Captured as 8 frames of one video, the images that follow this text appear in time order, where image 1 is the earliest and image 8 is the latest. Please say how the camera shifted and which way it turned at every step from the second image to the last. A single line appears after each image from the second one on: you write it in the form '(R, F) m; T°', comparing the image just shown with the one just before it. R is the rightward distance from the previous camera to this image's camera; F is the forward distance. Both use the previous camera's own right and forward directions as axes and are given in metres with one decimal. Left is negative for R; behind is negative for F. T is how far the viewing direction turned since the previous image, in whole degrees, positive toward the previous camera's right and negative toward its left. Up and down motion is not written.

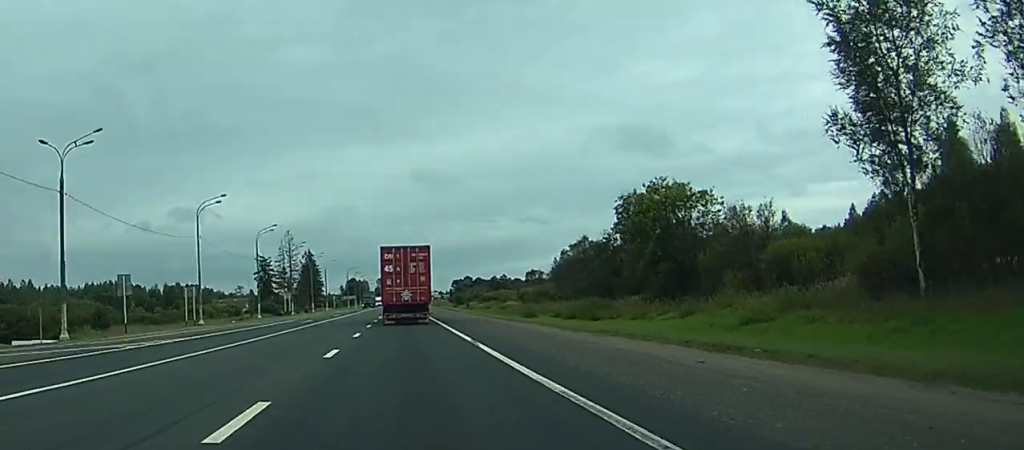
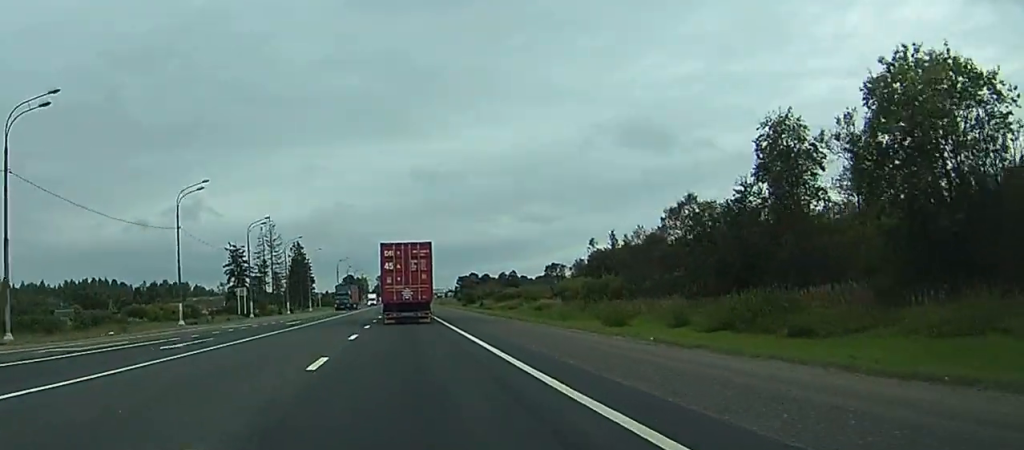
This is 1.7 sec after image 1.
(-0.1, +39.8) m; +1°
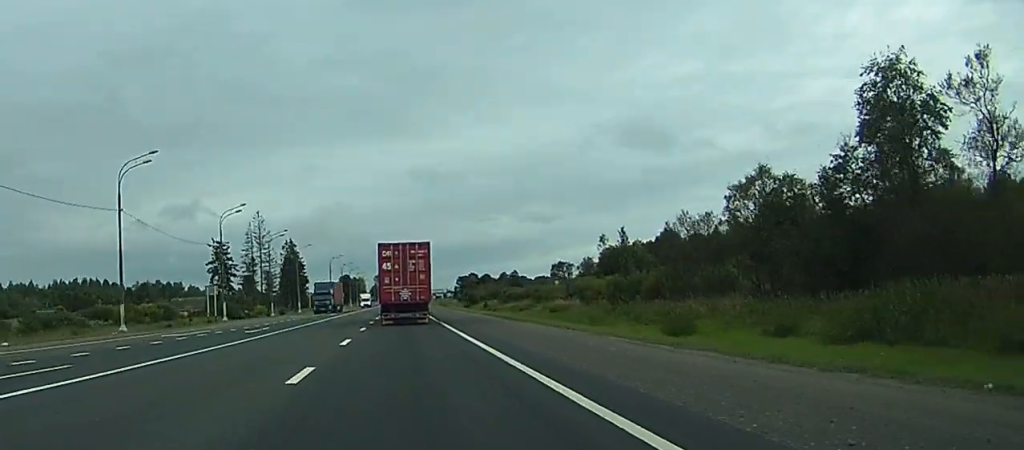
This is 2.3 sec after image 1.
(-0.1, +14.8) m; +1°
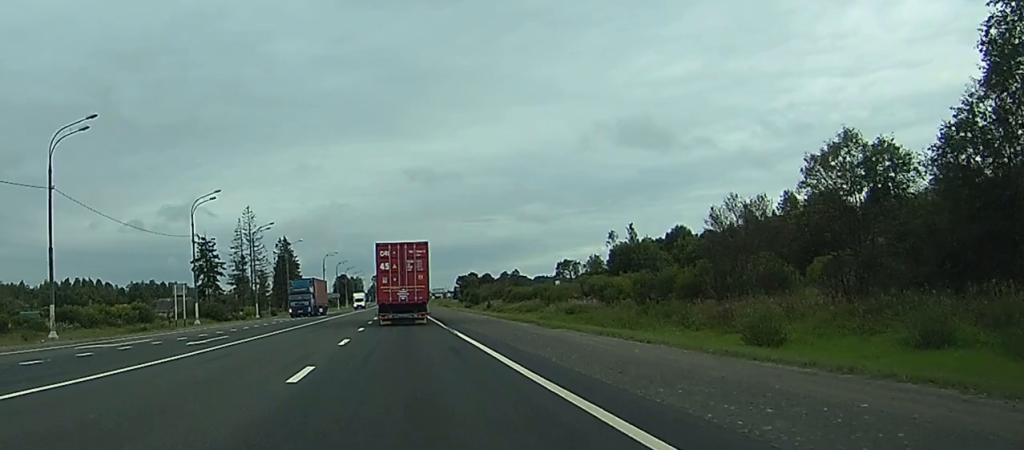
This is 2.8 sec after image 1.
(+0.4, +11.5) m; 0°
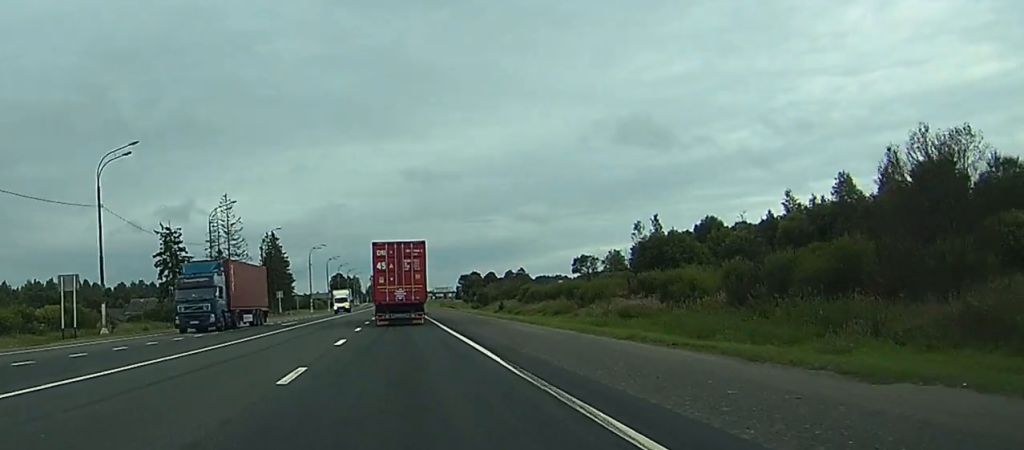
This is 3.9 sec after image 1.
(-0.4, +24.5) m; -2°
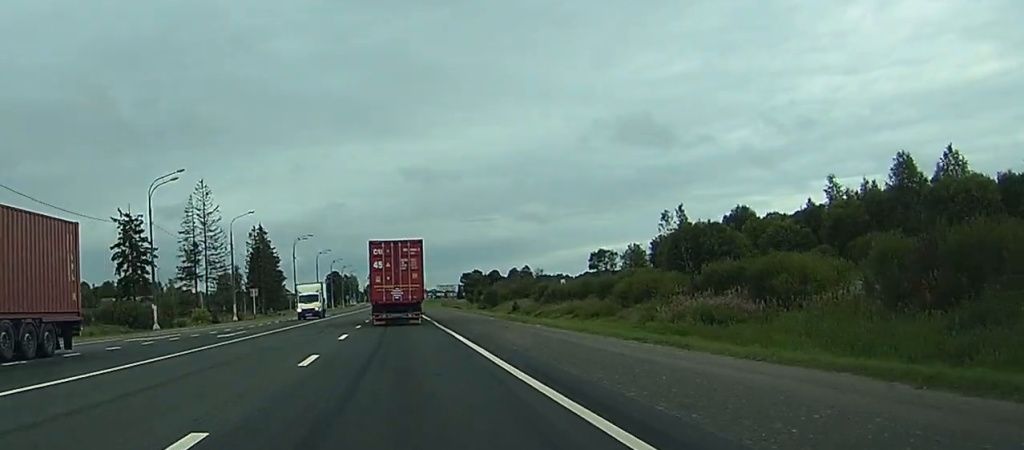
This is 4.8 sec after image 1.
(-0.2, +20.4) m; 0°
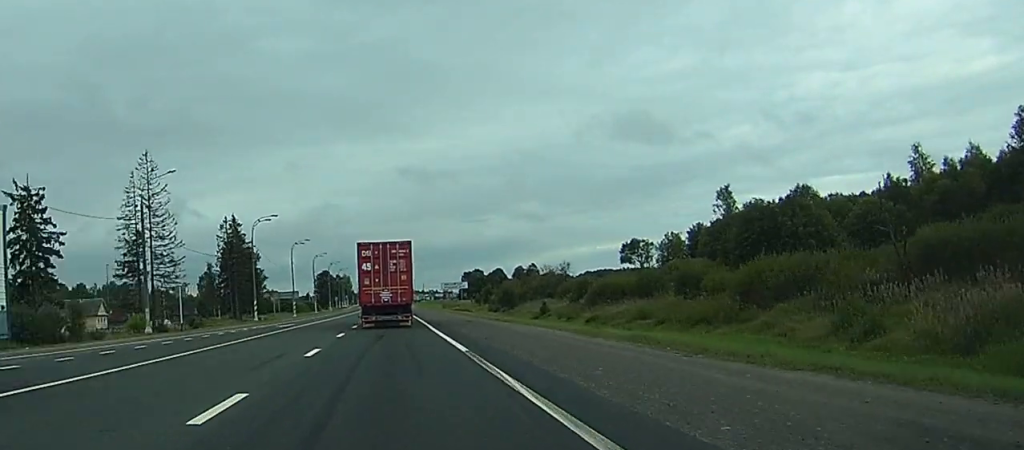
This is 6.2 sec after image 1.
(+0.2, +32.1) m; 0°
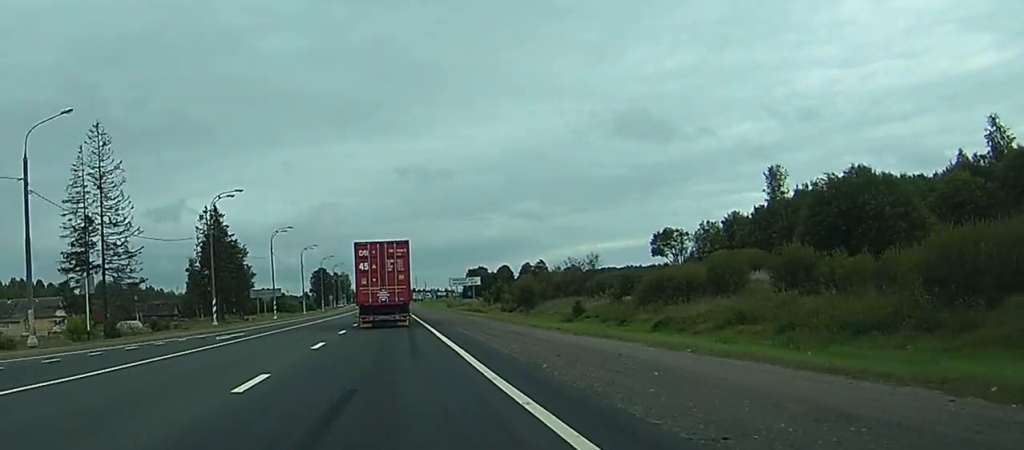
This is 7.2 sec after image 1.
(0.0, +20.7) m; 0°
